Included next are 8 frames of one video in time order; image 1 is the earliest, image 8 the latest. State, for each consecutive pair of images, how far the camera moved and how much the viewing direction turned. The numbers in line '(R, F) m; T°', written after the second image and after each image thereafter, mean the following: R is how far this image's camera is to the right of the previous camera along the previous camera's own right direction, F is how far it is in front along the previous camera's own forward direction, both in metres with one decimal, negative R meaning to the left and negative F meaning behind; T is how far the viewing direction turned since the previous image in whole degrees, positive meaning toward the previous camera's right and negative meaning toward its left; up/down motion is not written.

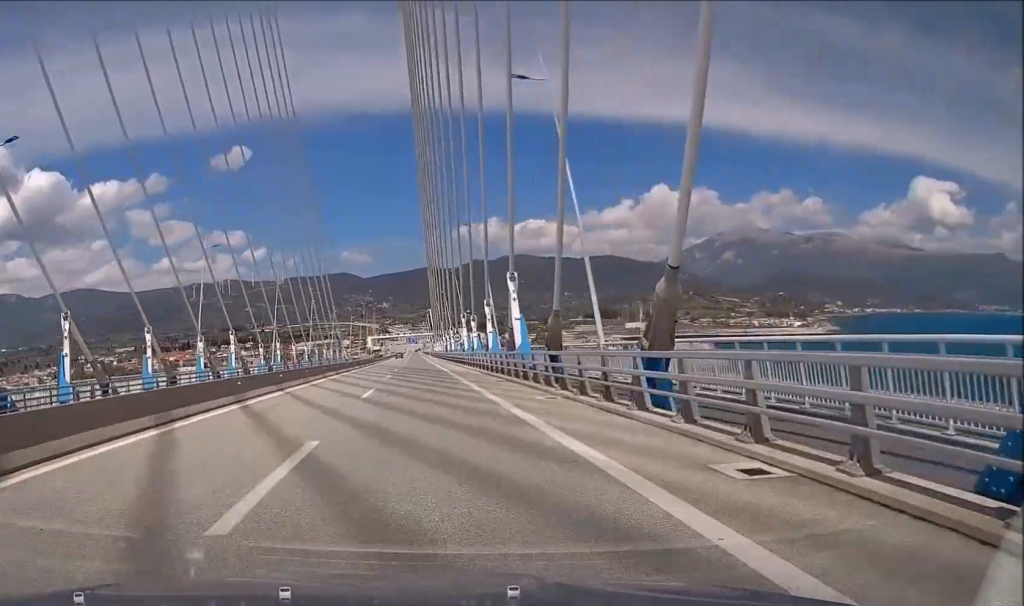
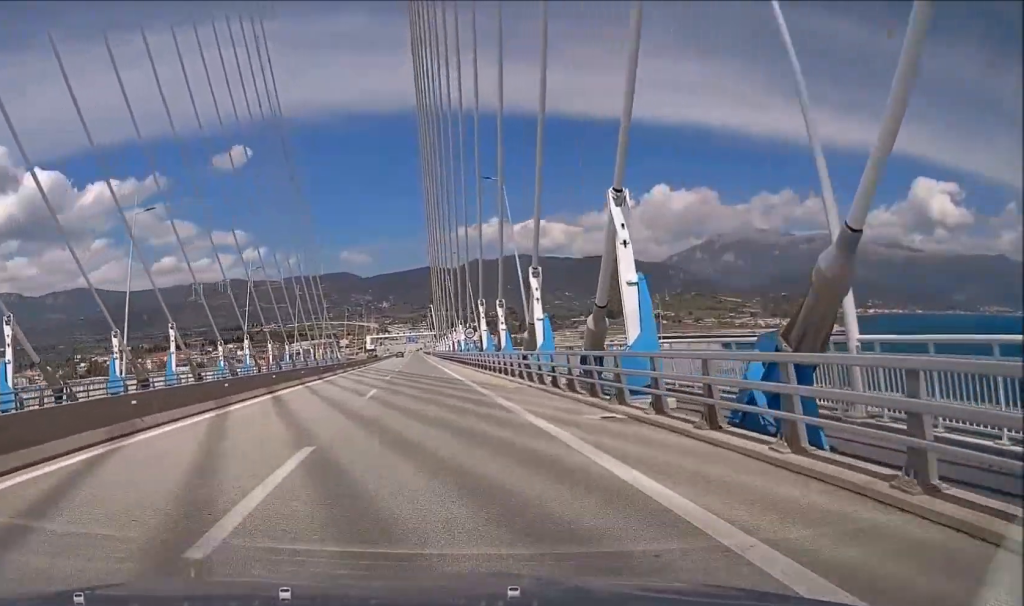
(-0.1, +17.8) m; 0°
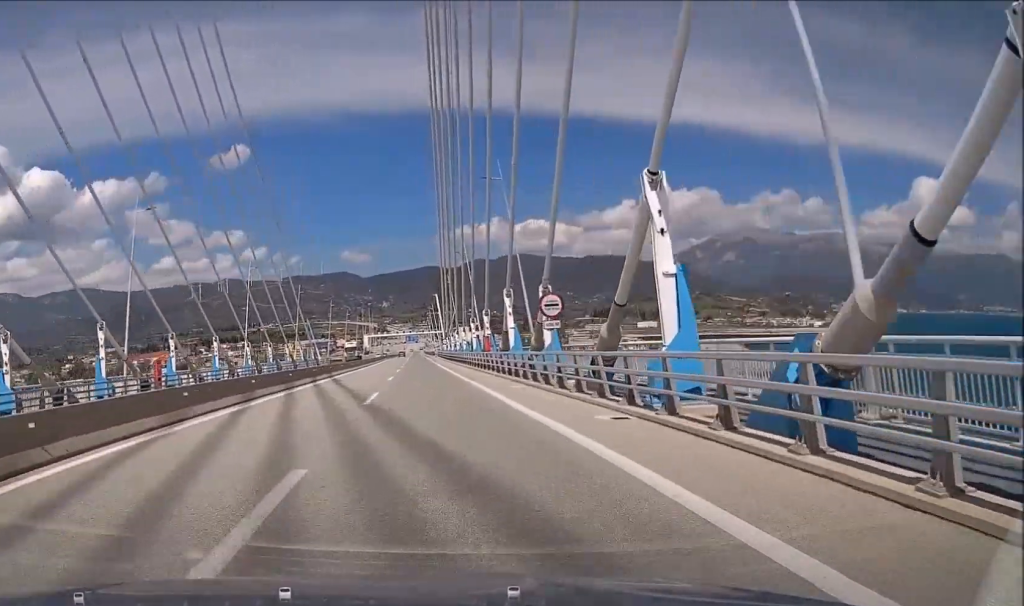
(+0.1, +36.5) m; 0°
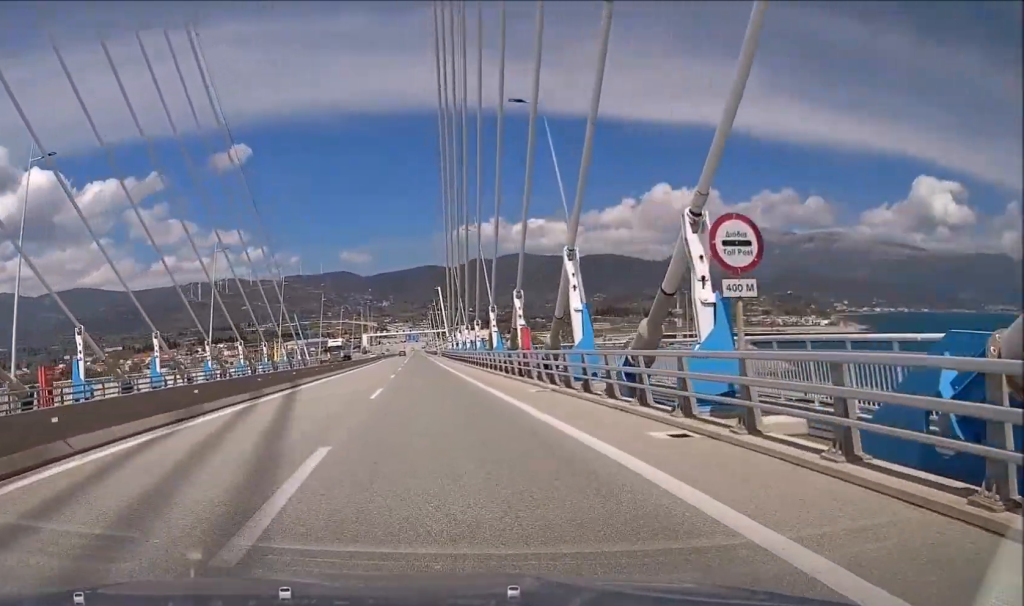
(0.0, +15.5) m; 0°
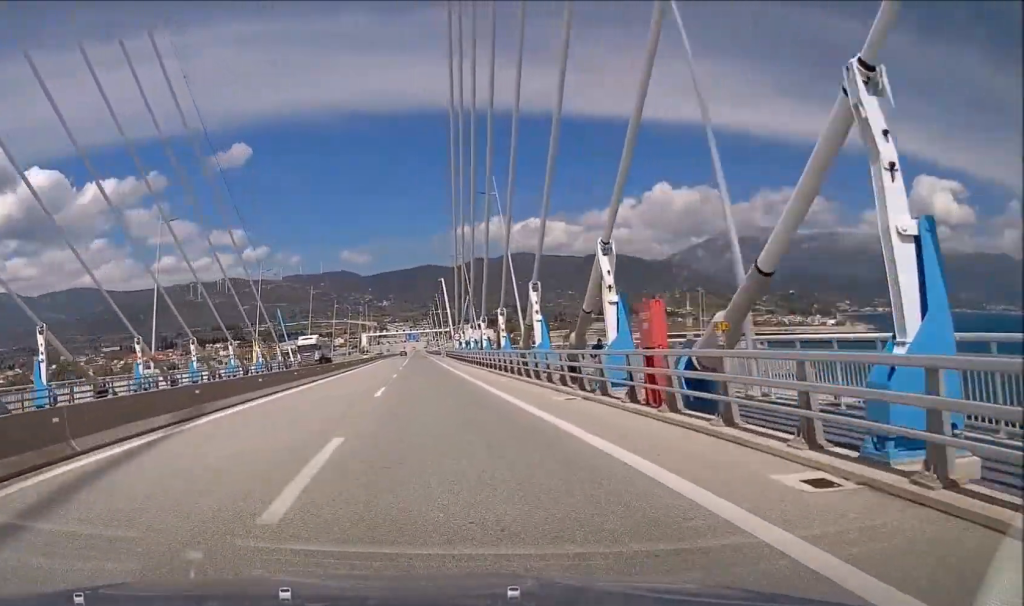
(0.0, +16.3) m; 0°
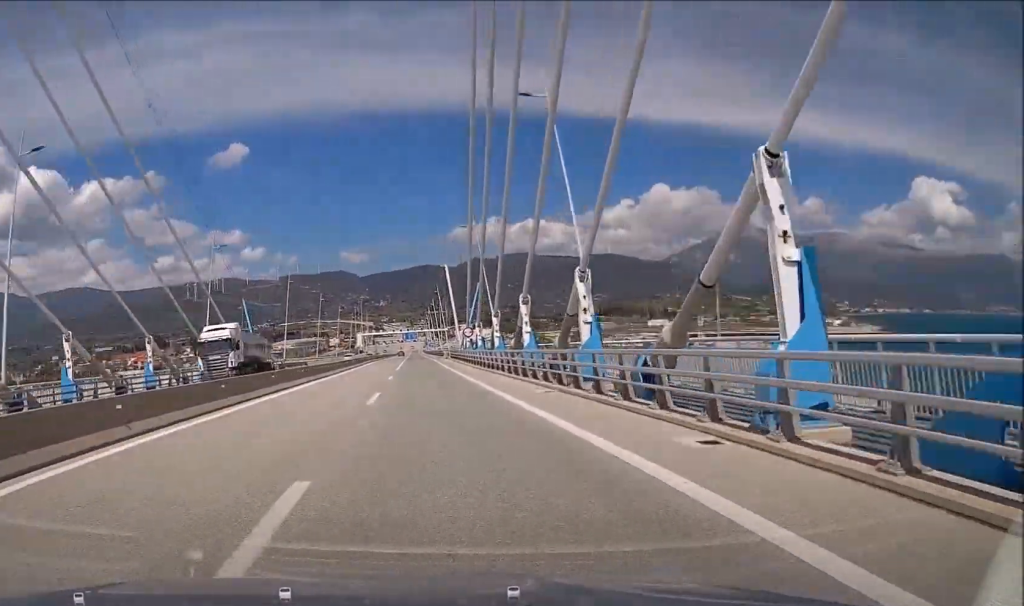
(-0.1, +20.8) m; 0°
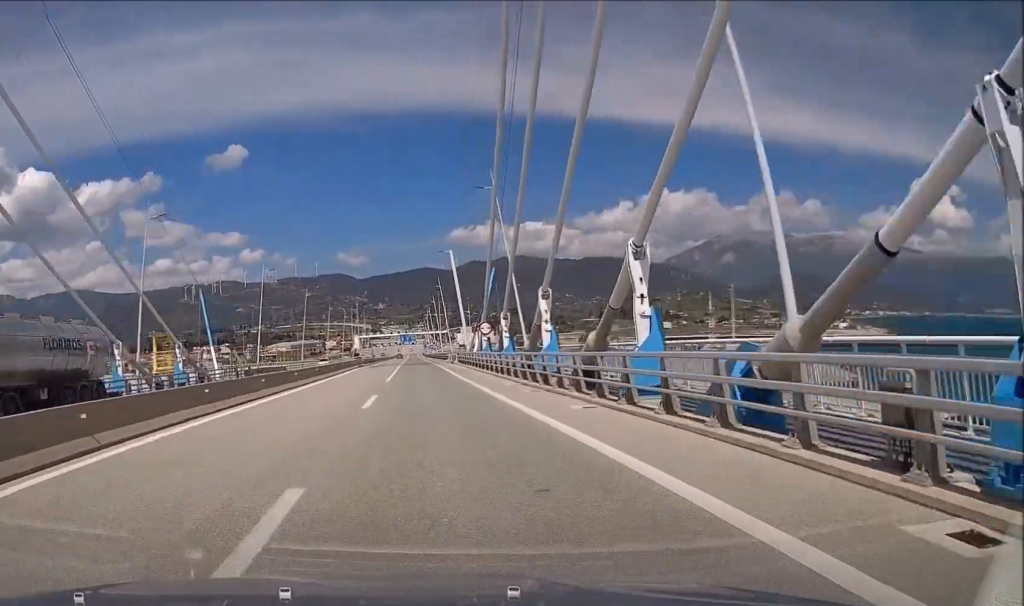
(-0.1, +17.1) m; 0°
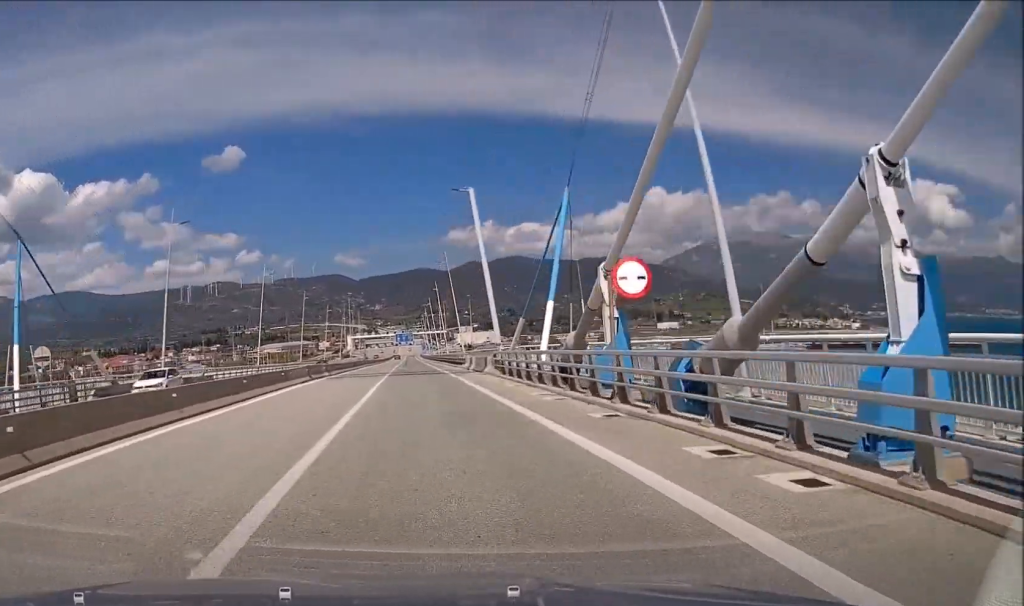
(0.0, +33.0) m; 0°
